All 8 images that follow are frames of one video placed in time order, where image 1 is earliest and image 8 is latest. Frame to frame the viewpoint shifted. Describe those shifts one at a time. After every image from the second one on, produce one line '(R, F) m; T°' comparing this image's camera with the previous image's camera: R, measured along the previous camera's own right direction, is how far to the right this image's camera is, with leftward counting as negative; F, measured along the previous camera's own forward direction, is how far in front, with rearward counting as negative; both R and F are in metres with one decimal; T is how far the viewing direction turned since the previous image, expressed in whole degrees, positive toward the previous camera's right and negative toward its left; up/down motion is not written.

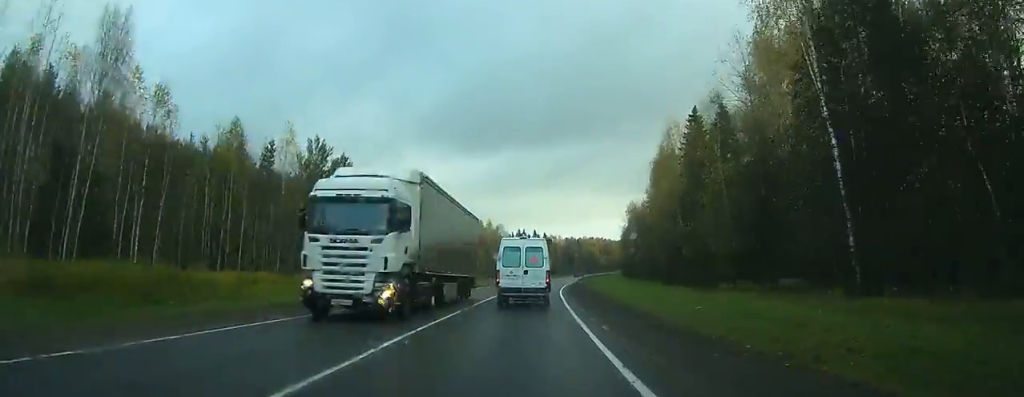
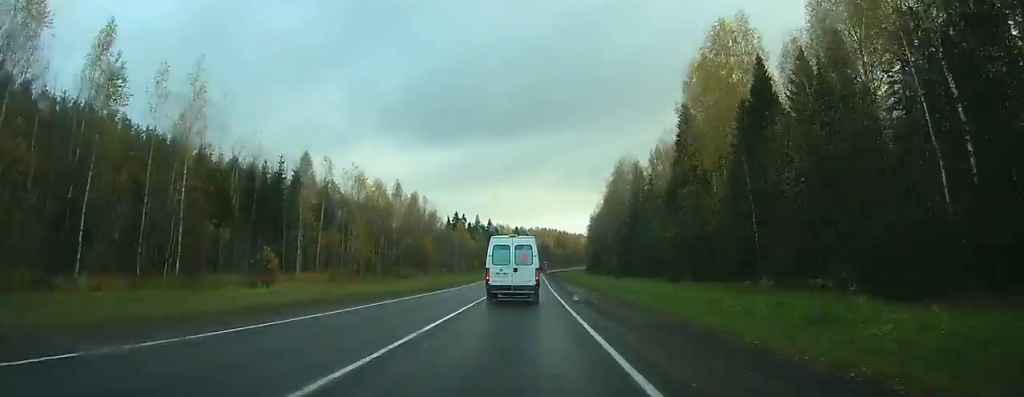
(+2.5, +65.4) m; +4°
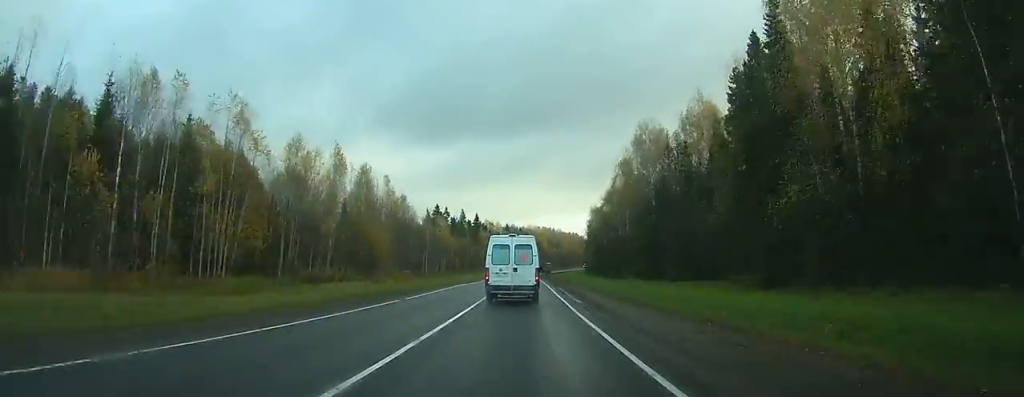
(+0.5, +29.9) m; +1°
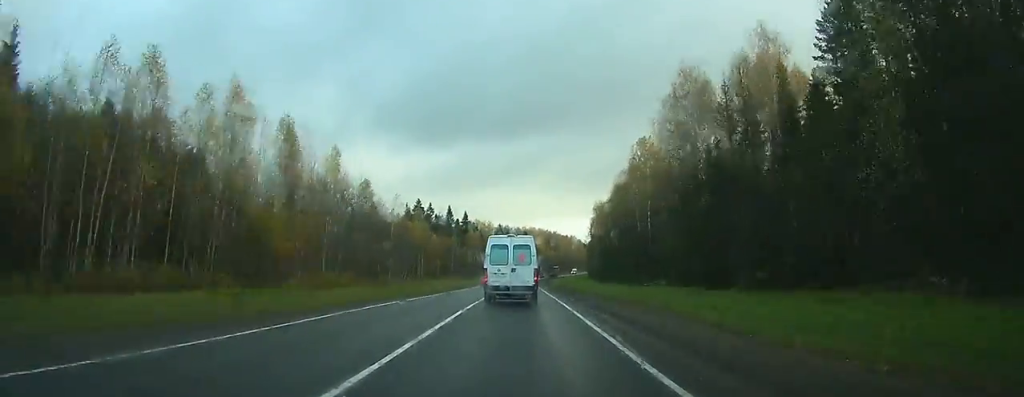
(+0.2, +26.0) m; +1°
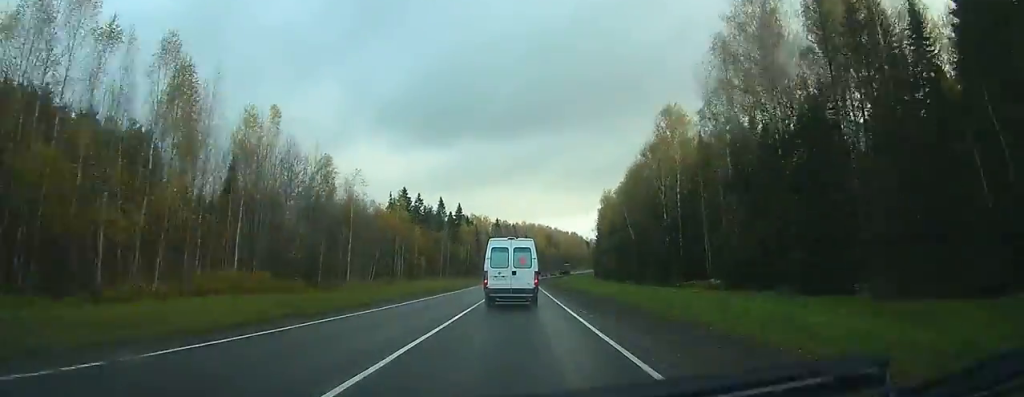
(+0.2, +19.8) m; 0°
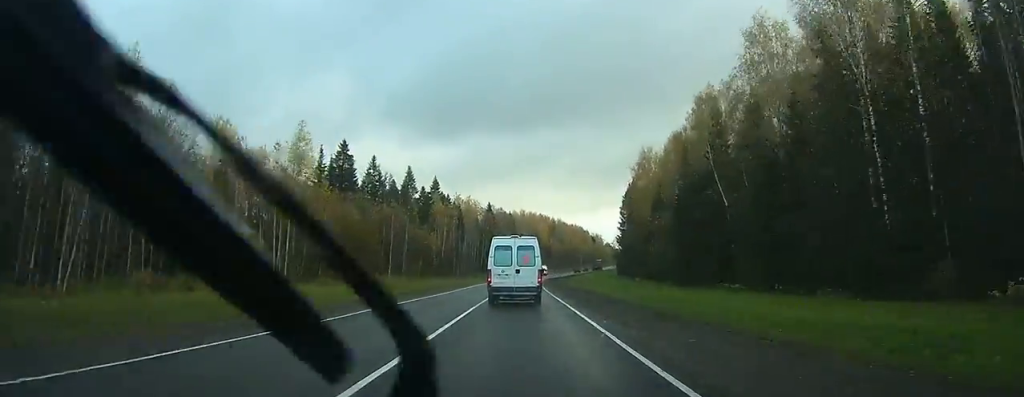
(-0.1, +51.7) m; 0°
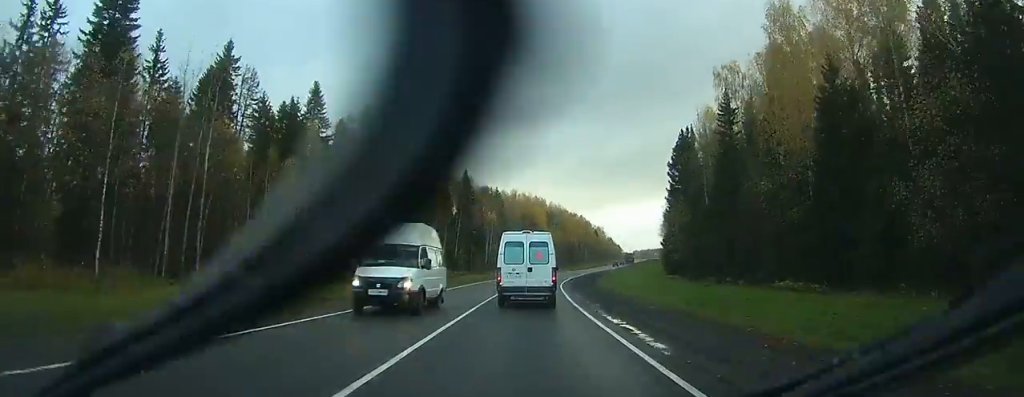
(+0.1, +60.2) m; +1°
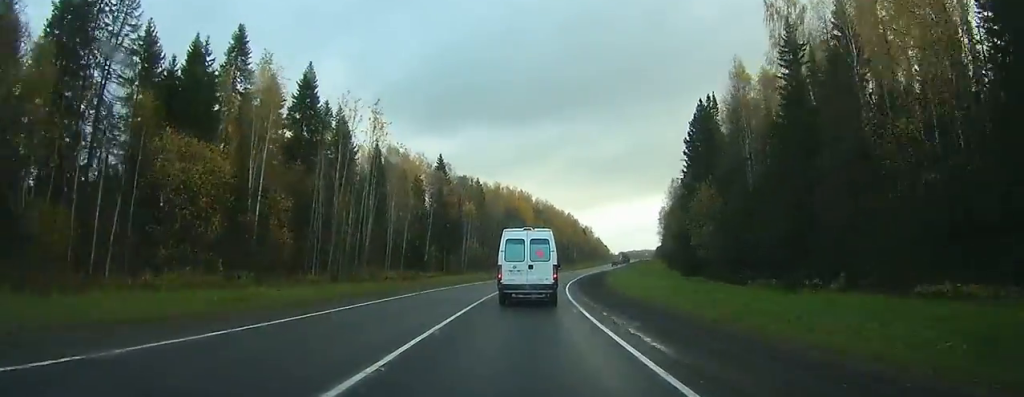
(+0.2, +19.7) m; +1°
